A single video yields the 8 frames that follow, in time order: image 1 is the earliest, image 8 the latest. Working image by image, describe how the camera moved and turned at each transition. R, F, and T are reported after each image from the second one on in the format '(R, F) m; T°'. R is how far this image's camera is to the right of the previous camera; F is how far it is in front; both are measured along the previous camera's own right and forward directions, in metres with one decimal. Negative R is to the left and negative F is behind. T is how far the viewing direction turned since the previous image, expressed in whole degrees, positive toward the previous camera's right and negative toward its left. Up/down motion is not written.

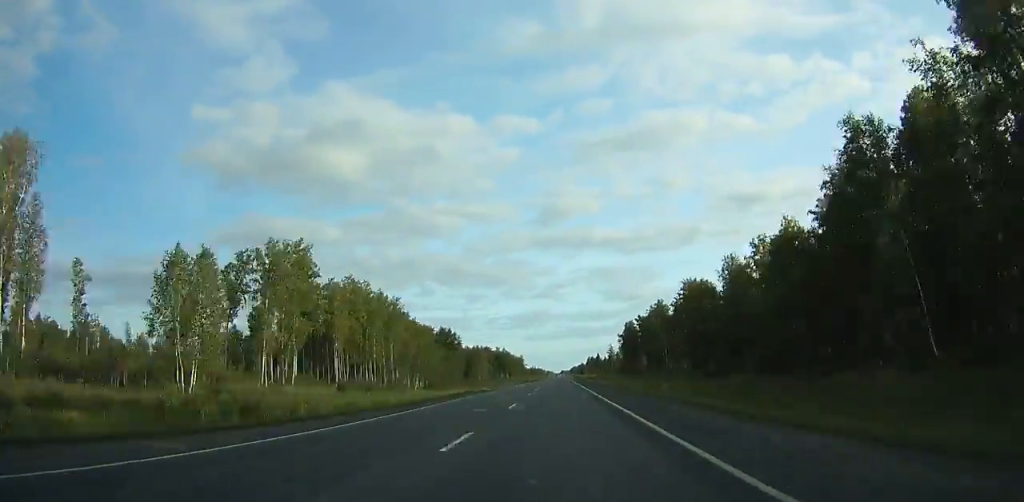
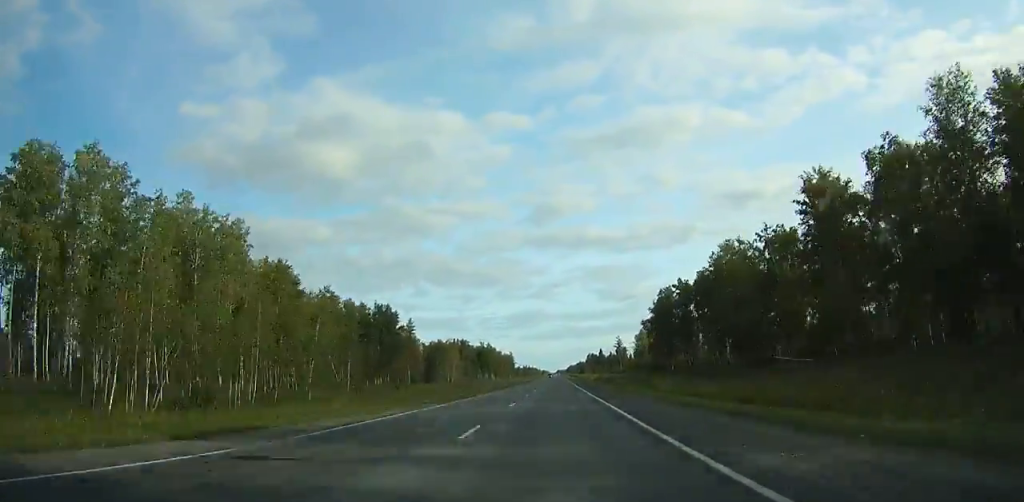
(+0.1, +70.6) m; 0°
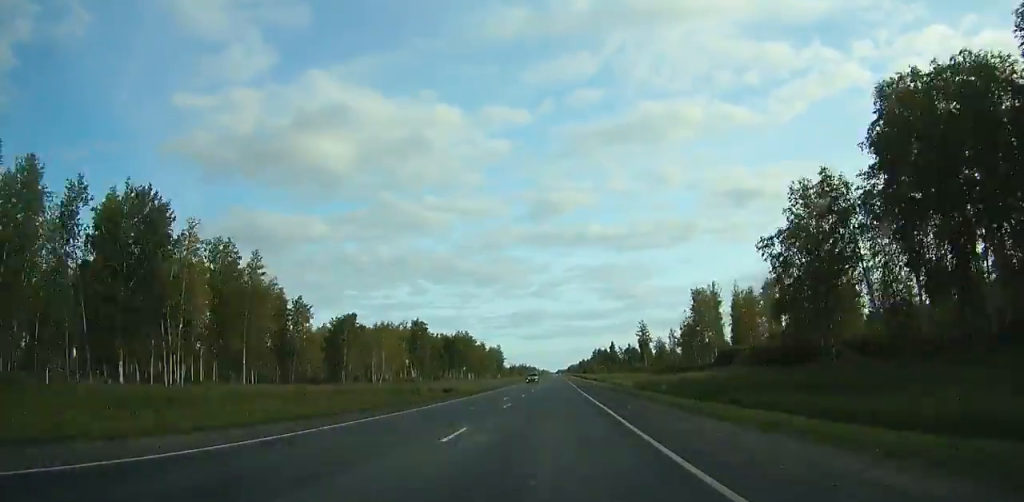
(+0.3, +83.9) m; 0°
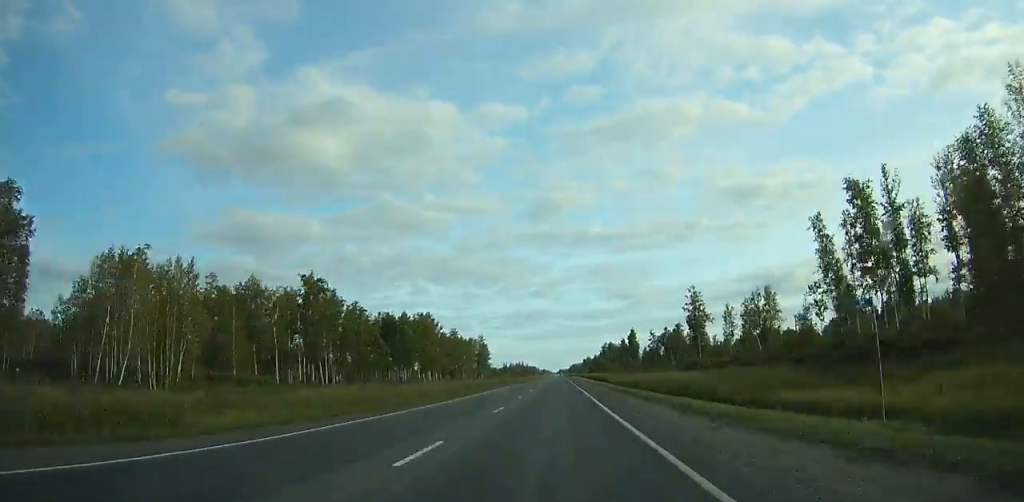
(+0.1, +78.4) m; 0°
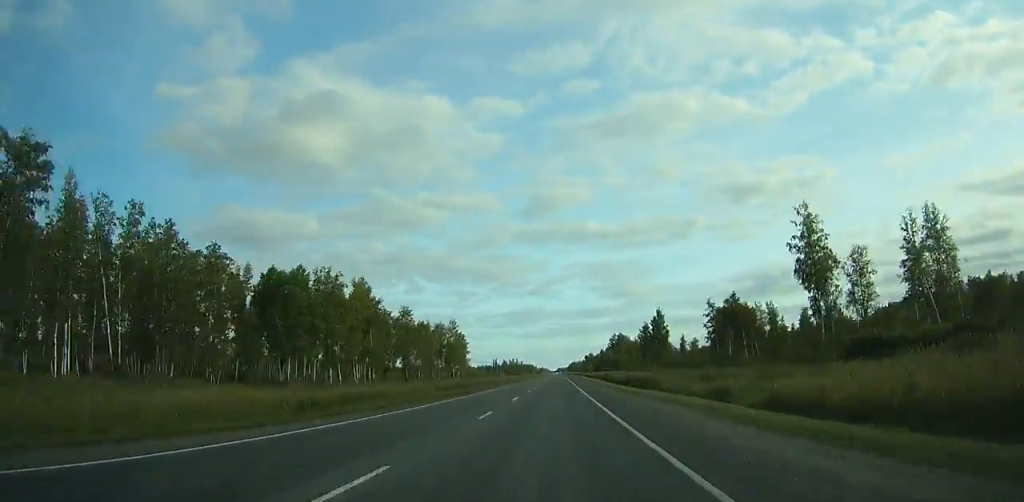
(+0.1, +62.7) m; 0°
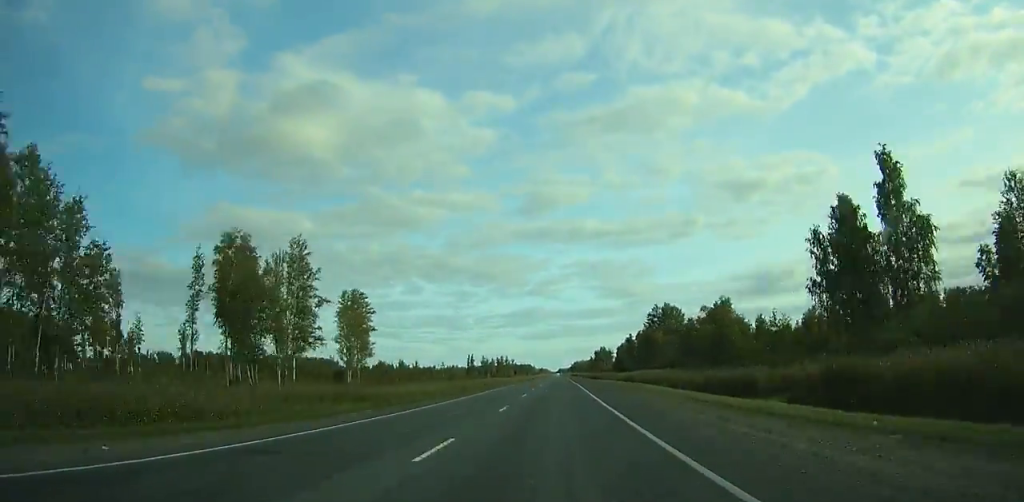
(+0.4, +118.3) m; 0°
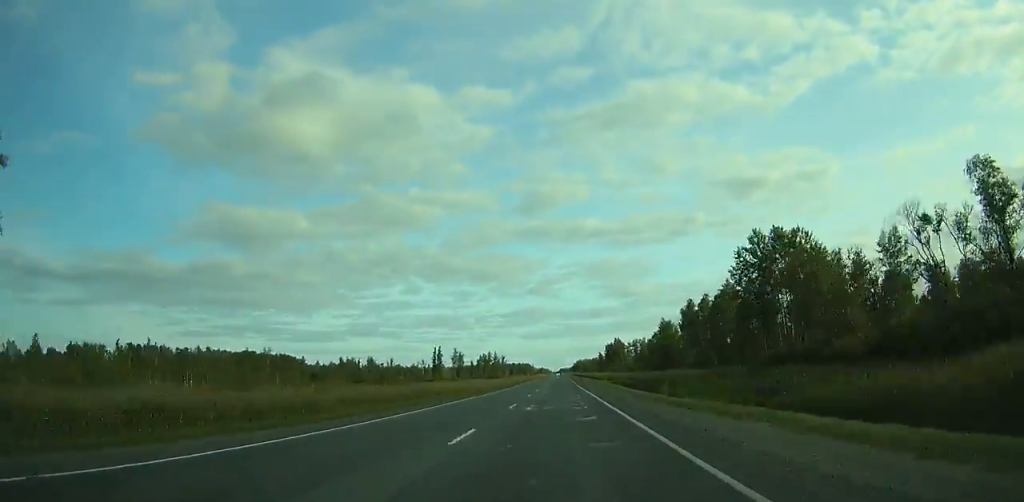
(-0.1, +82.8) m; 0°
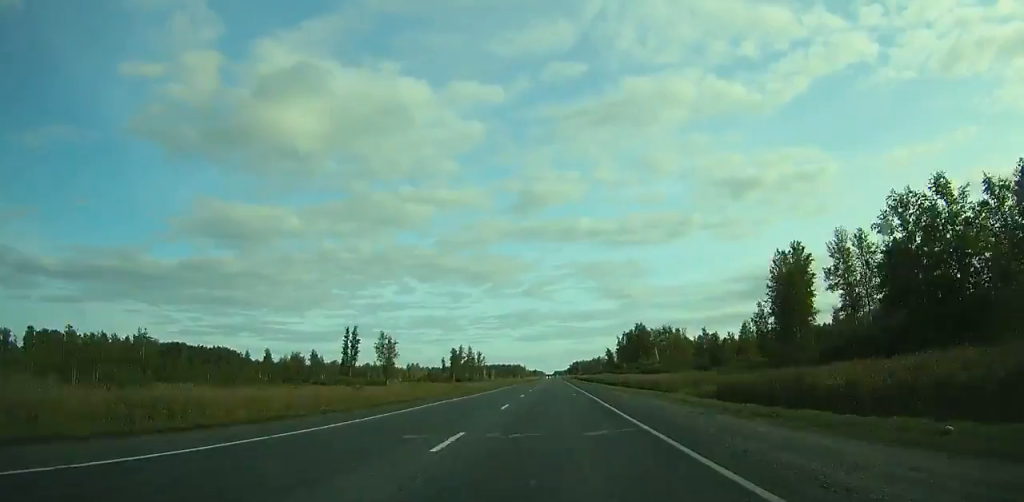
(-0.3, +84.8) m; 0°
